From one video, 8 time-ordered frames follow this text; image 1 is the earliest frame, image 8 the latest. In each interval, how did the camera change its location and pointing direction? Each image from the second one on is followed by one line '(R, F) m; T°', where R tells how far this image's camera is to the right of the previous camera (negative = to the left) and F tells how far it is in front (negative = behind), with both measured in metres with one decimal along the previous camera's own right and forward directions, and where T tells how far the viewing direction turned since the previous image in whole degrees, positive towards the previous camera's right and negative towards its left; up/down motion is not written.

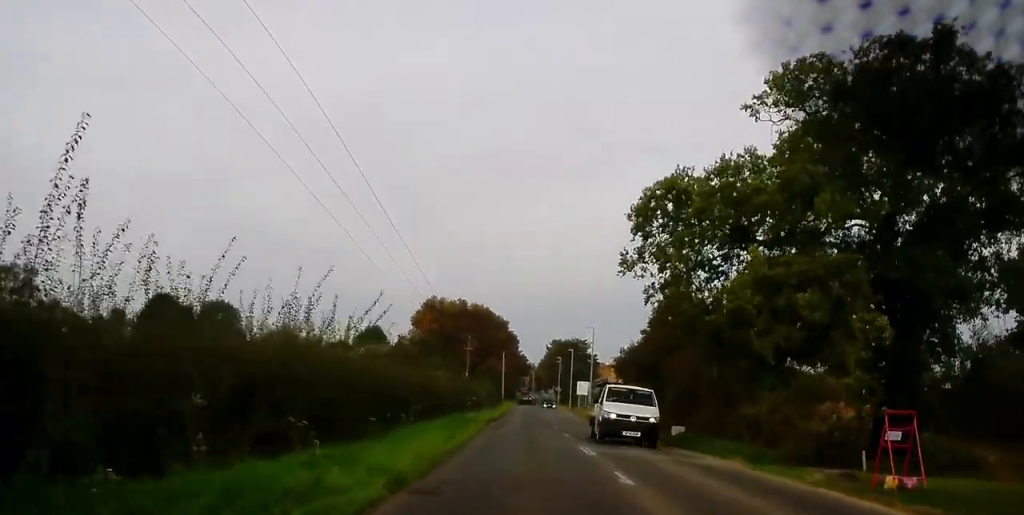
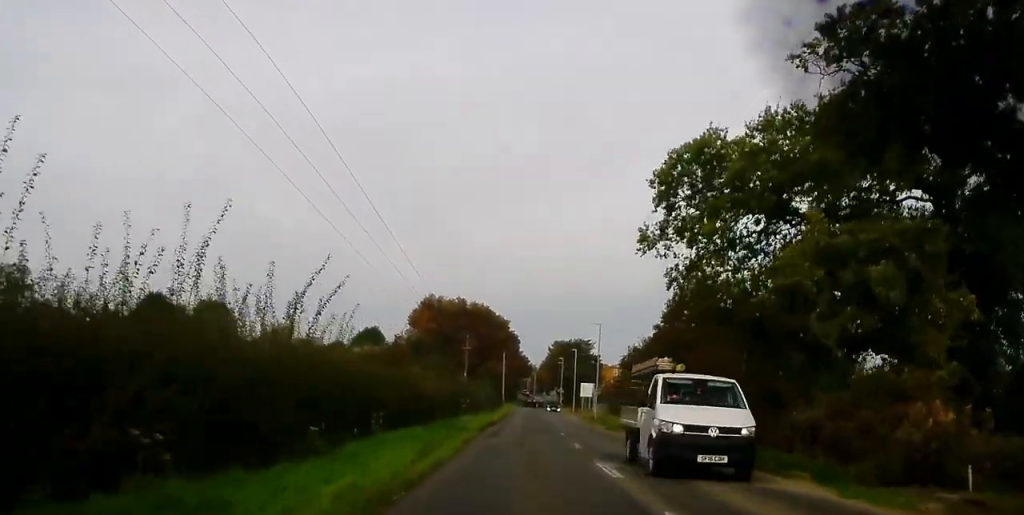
(0.0, +5.0) m; 0°
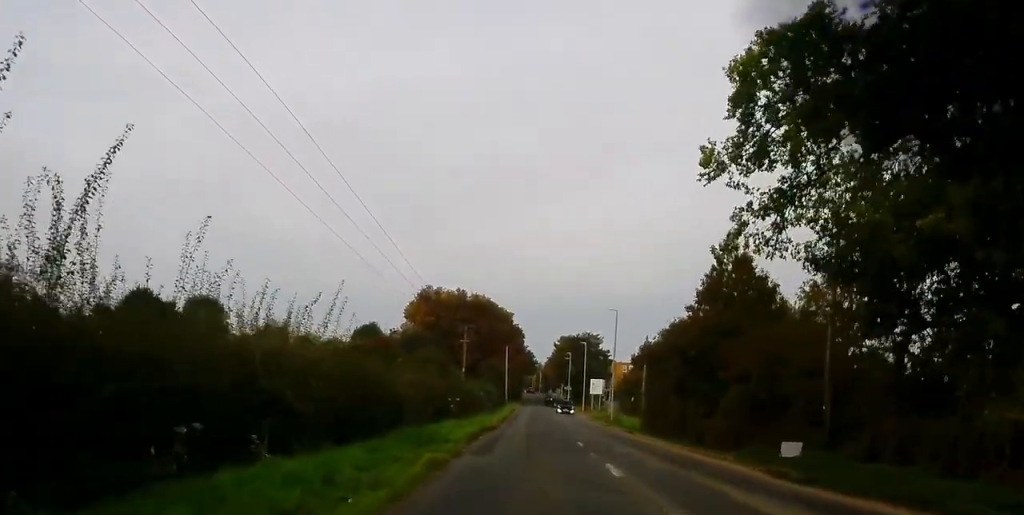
(-0.1, +8.9) m; -1°
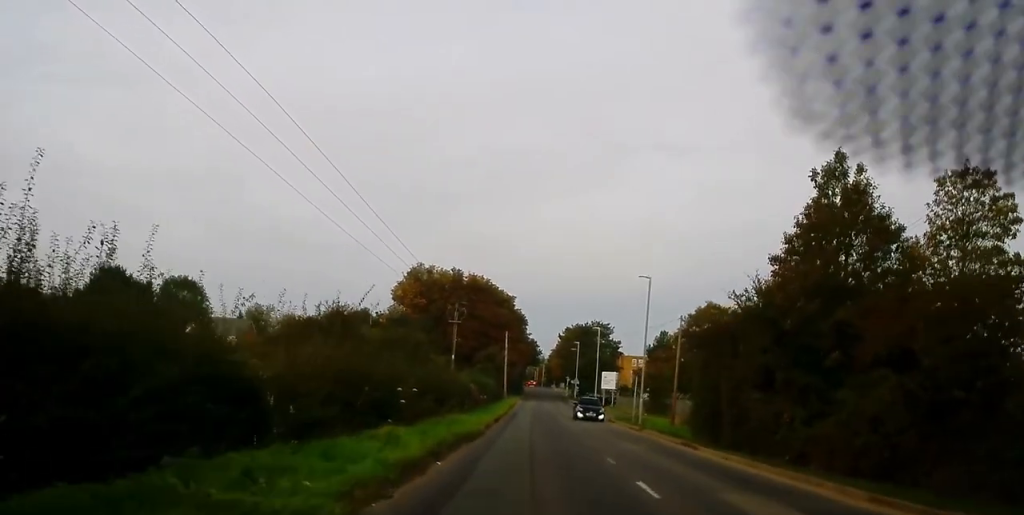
(-0.1, +13.9) m; 0°
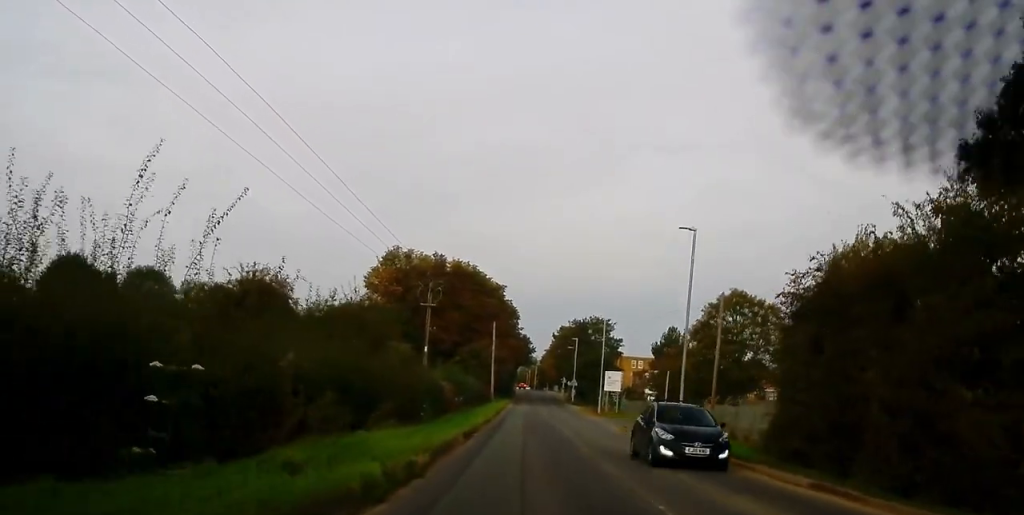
(+0.1, +13.3) m; +1°
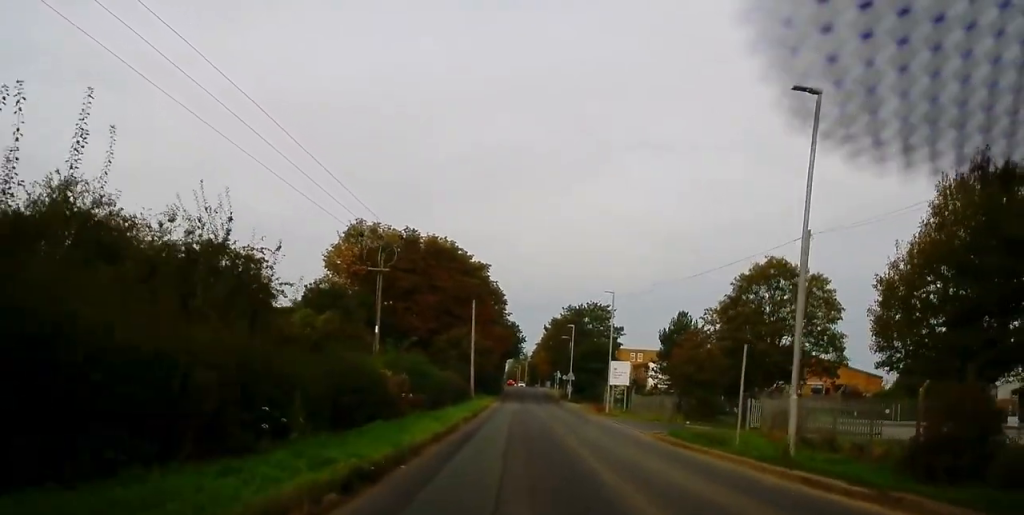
(+0.1, +14.1) m; 0°
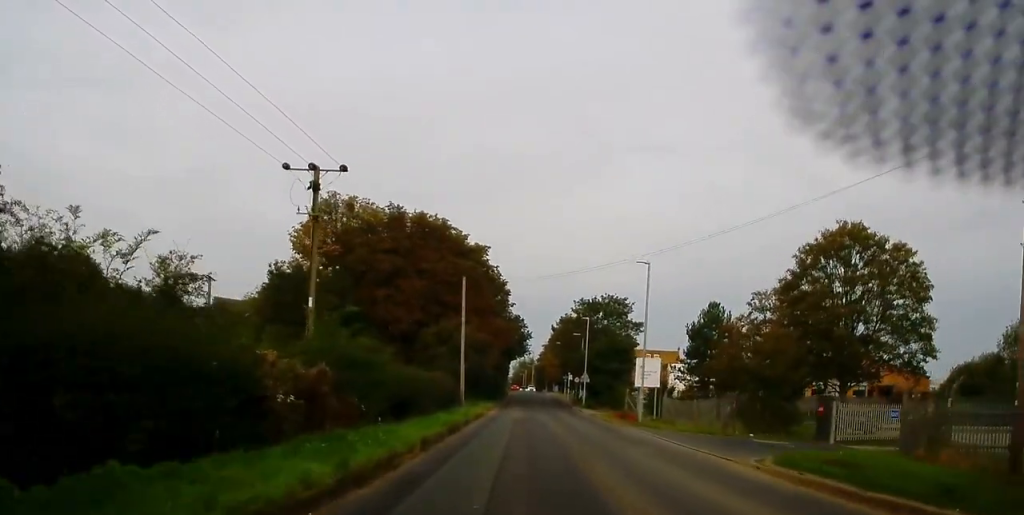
(0.0, +13.3) m; 0°
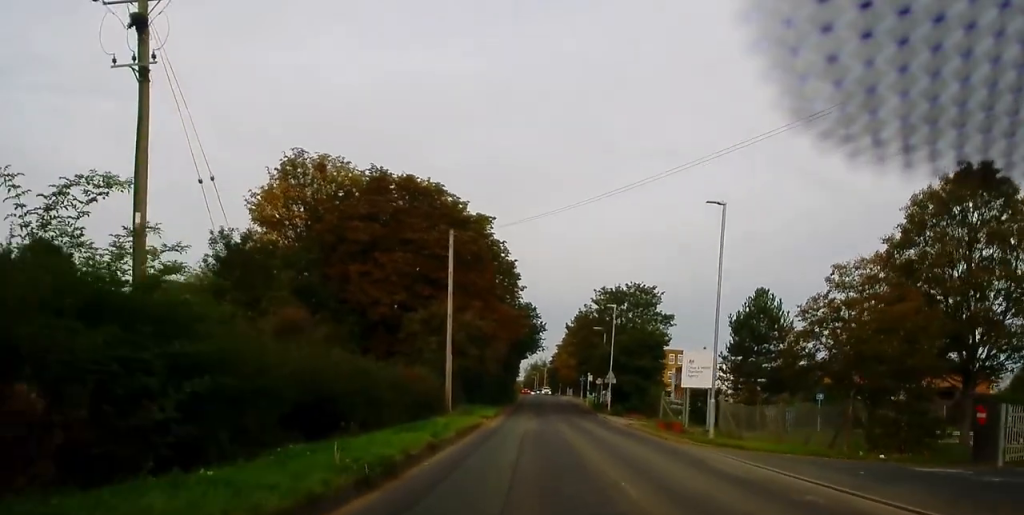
(0.0, +13.5) m; 0°
